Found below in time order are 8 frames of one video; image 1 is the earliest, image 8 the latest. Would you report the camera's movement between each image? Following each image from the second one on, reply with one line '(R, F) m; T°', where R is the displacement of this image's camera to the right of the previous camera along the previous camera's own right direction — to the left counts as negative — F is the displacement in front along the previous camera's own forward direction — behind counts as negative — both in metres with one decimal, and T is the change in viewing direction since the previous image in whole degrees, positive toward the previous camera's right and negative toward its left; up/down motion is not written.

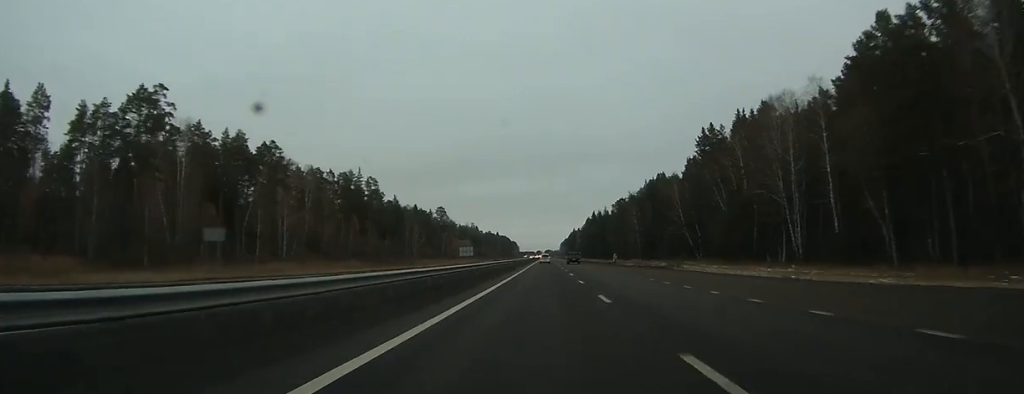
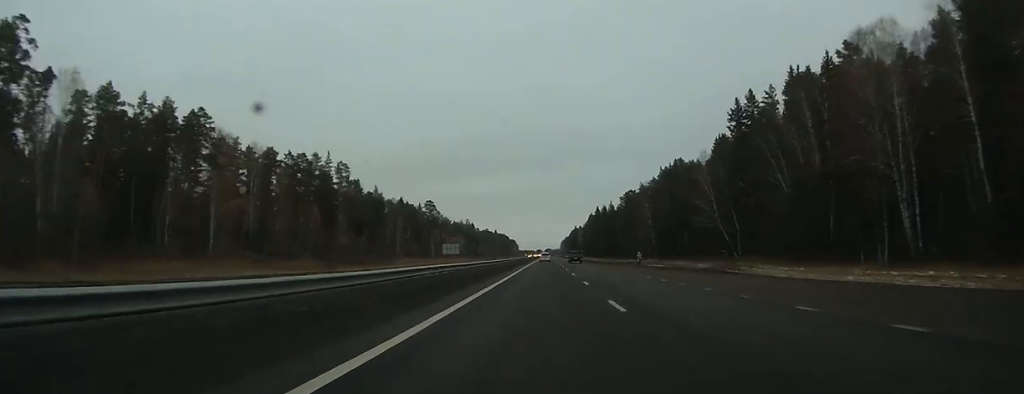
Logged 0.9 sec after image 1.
(-0.1, +27.2) m; 0°
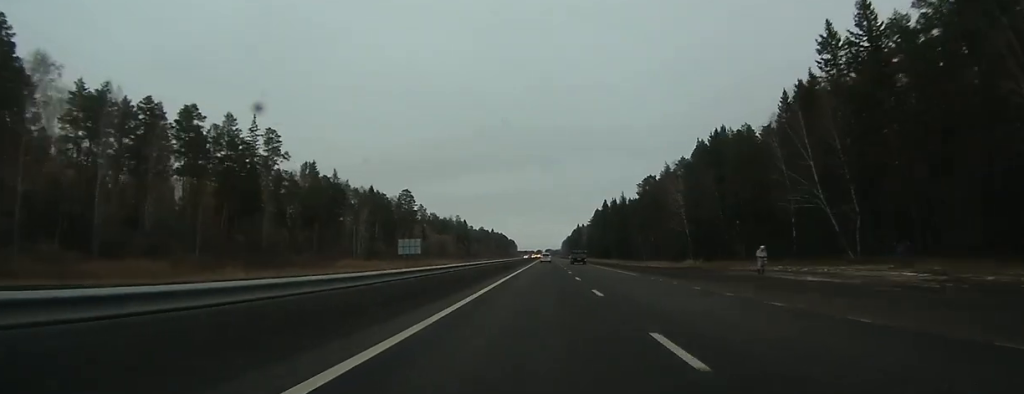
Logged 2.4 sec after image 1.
(-0.1, +42.6) m; 0°
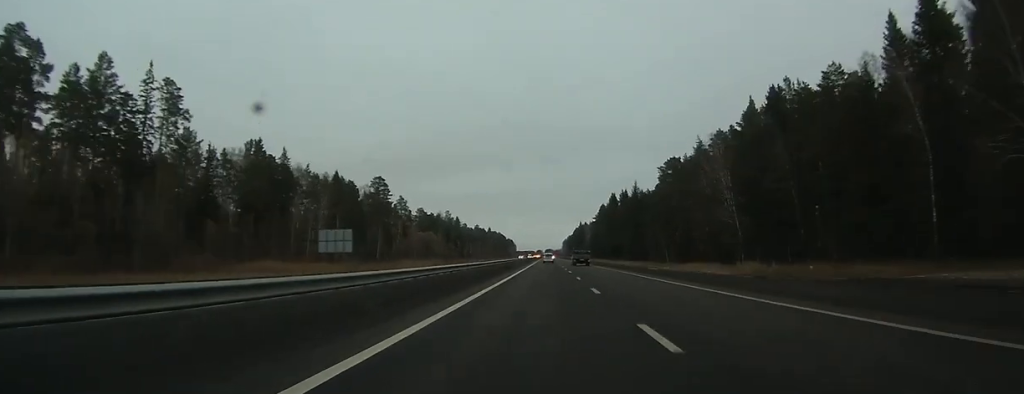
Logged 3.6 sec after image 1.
(0.0, +34.8) m; 0°
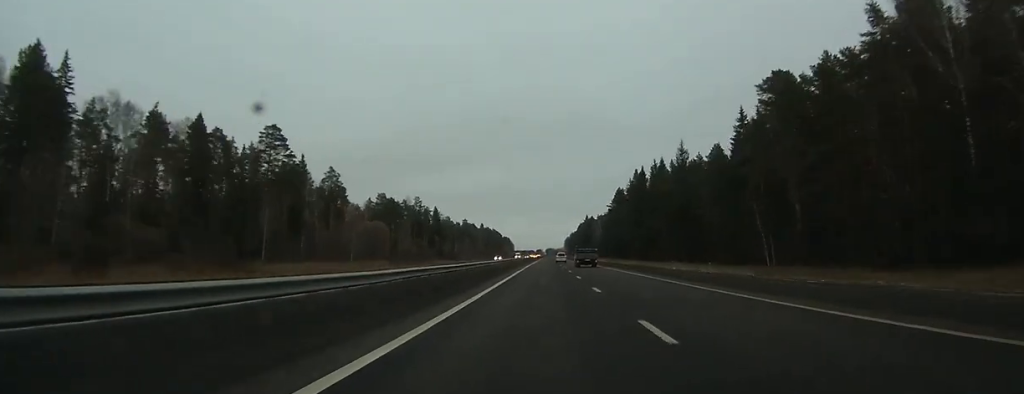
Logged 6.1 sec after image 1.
(-0.2, +71.6) m; 0°
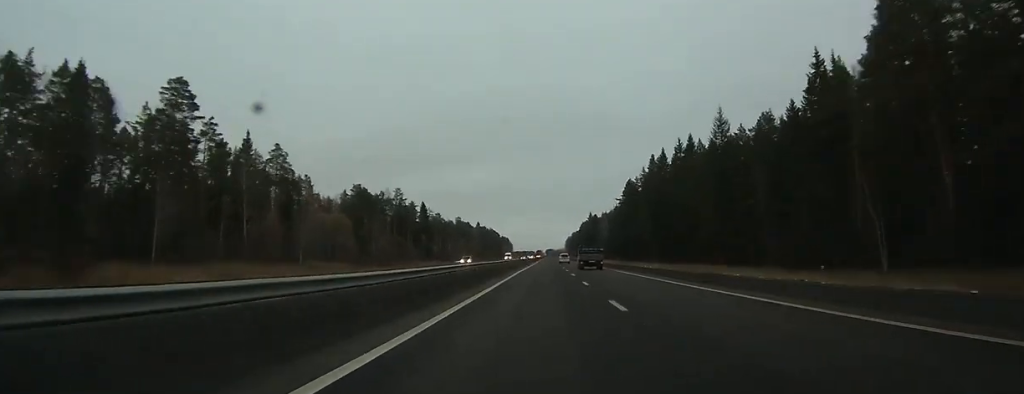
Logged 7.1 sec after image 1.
(0.0, +31.0) m; 0°
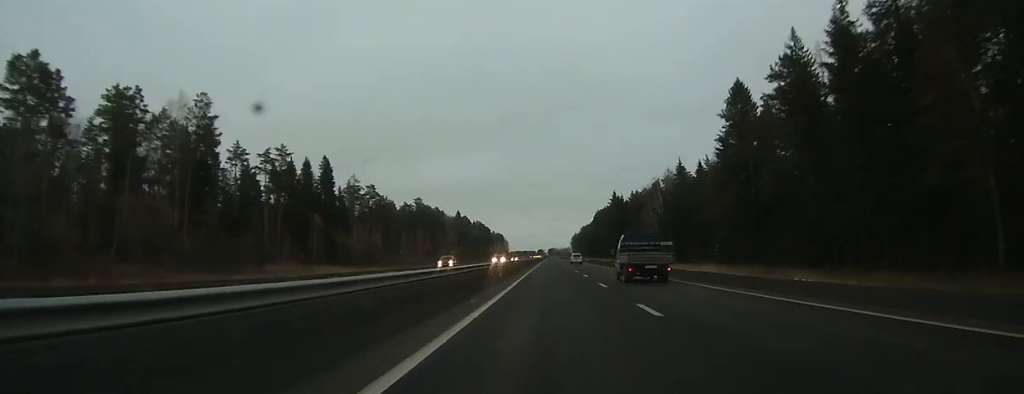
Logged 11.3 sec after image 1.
(+0.1, +121.3) m; 0°
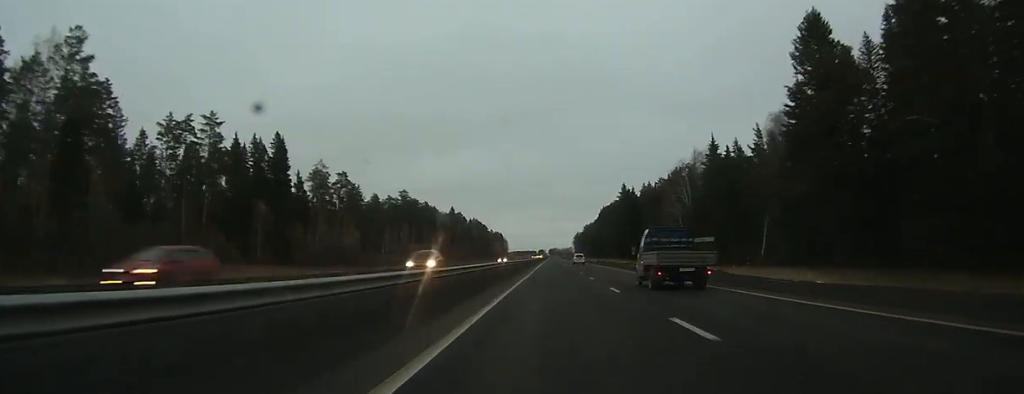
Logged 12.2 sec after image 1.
(0.0, +27.8) m; 0°
